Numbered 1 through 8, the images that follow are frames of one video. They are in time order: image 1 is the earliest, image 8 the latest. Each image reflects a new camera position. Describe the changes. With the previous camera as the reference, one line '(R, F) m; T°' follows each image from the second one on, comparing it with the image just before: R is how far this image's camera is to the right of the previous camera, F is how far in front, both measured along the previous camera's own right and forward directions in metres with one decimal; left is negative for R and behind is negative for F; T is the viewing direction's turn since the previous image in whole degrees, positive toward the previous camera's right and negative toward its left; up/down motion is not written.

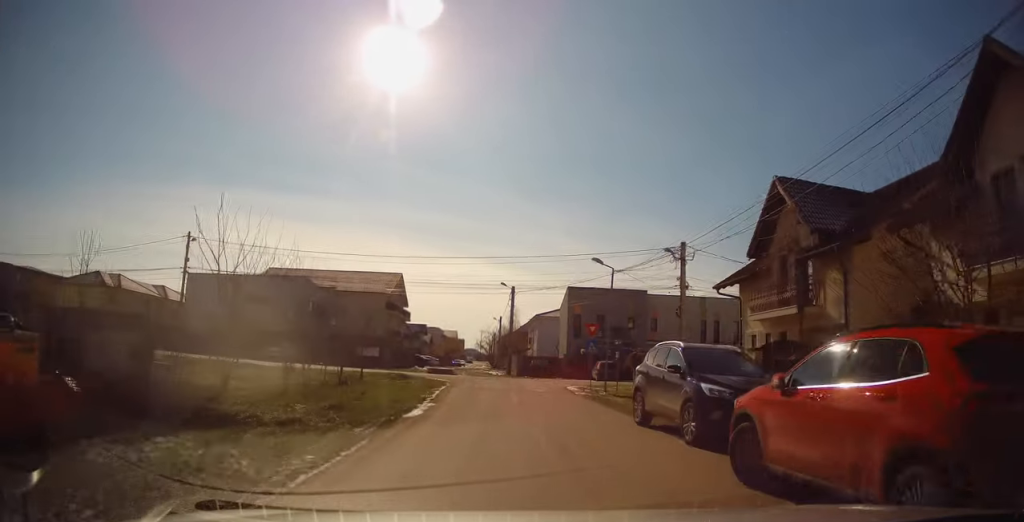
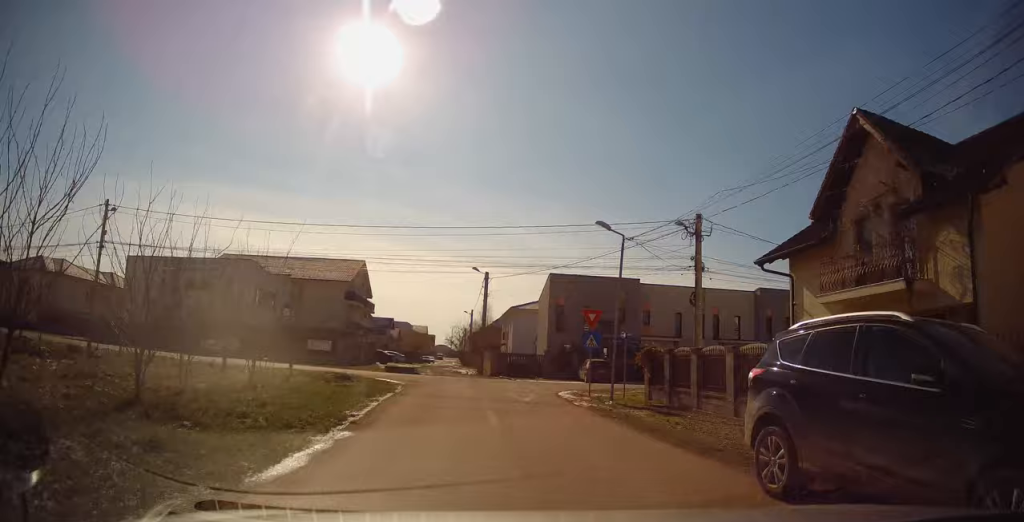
(-0.2, +6.2) m; +3°
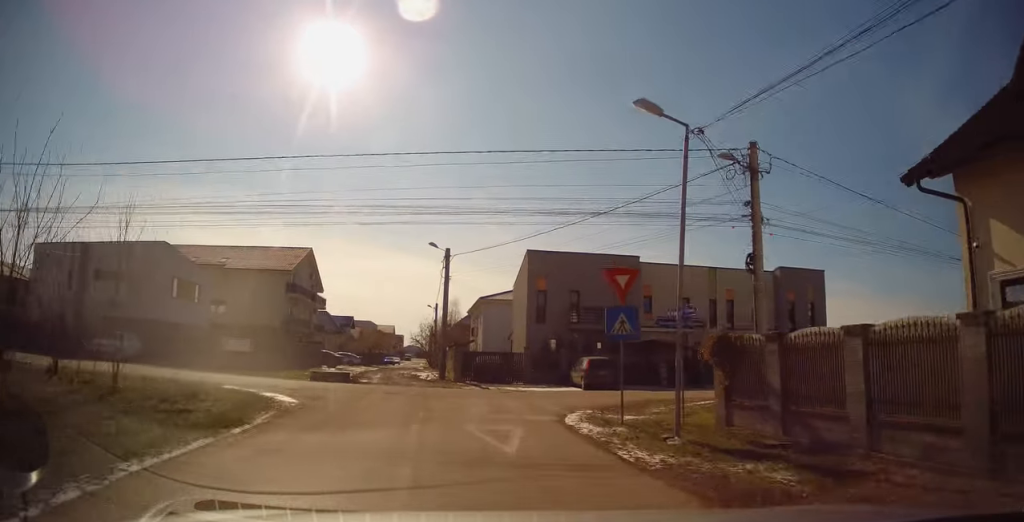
(+0.8, +8.8) m; +3°
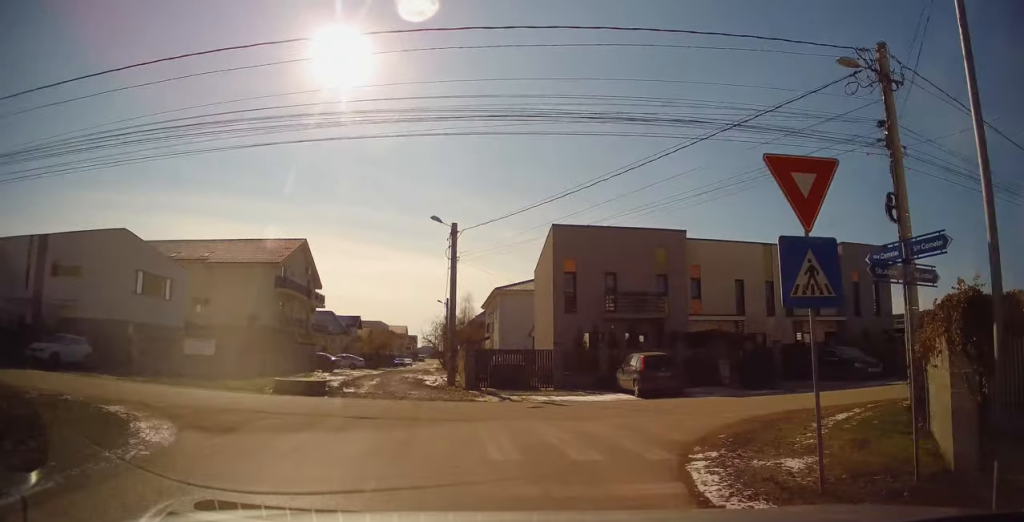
(-0.3, +6.6) m; -1°
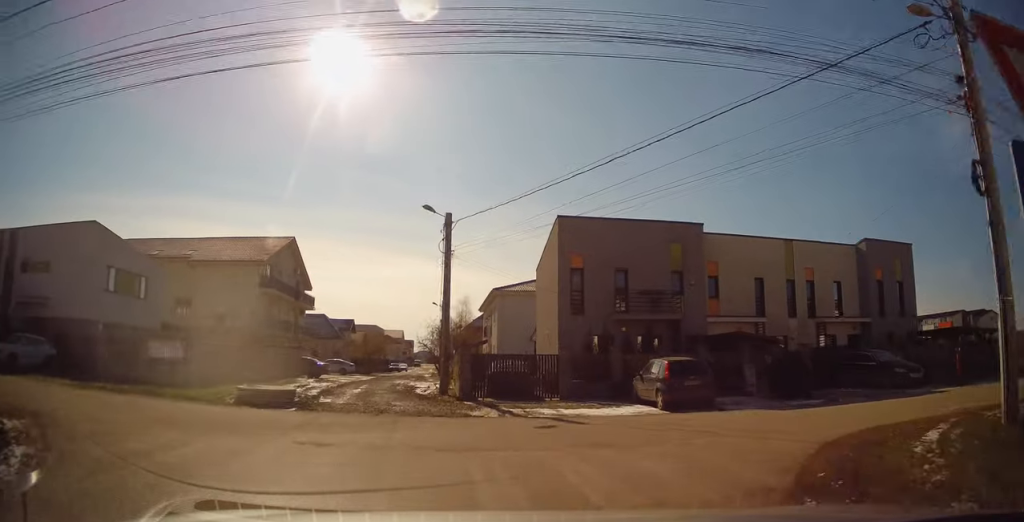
(0.0, +3.3) m; +2°
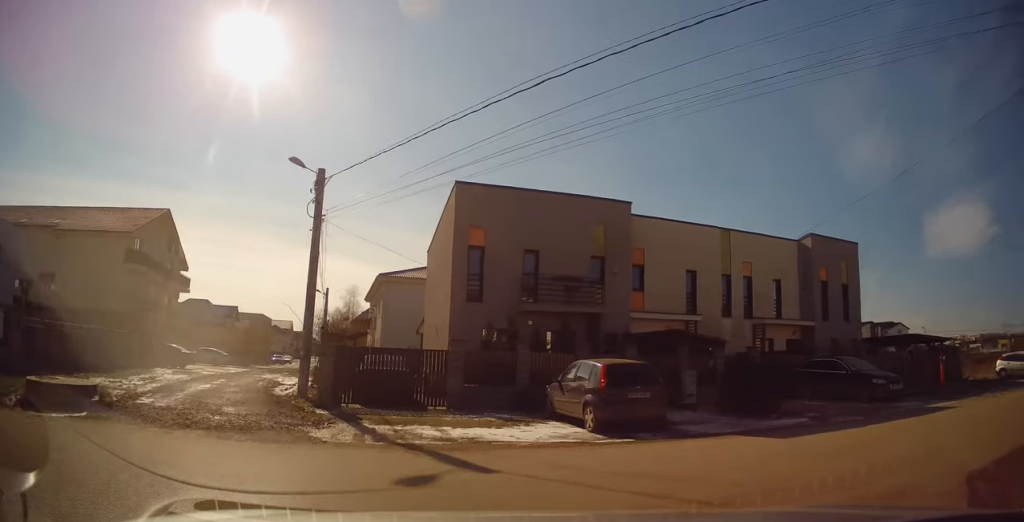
(+0.4, +5.8) m; +14°
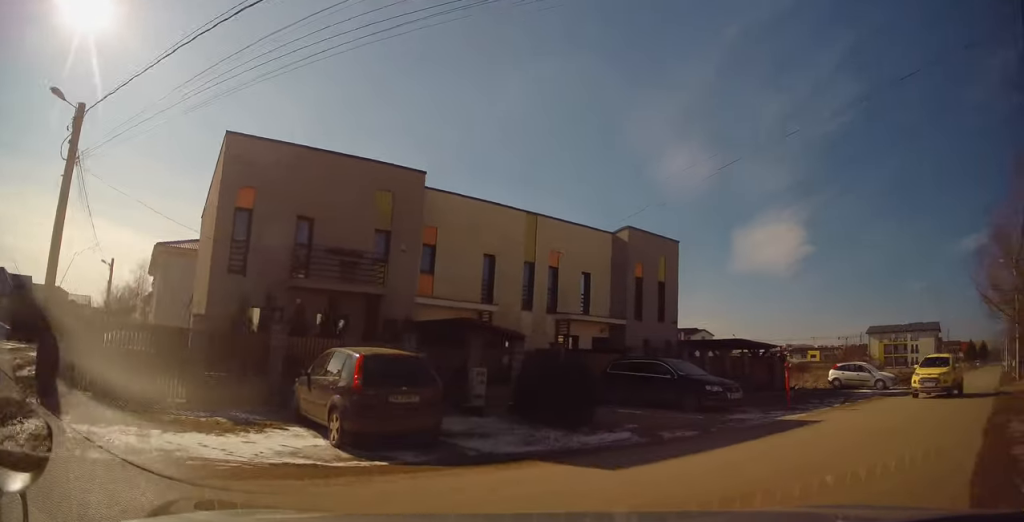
(+0.1, +3.4) m; +21°
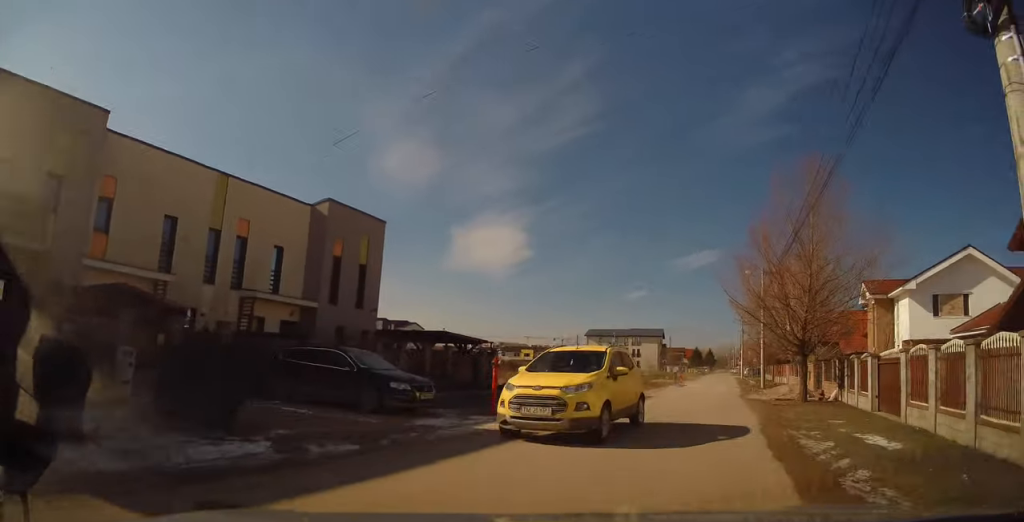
(+0.9, +2.8) m; +31°
